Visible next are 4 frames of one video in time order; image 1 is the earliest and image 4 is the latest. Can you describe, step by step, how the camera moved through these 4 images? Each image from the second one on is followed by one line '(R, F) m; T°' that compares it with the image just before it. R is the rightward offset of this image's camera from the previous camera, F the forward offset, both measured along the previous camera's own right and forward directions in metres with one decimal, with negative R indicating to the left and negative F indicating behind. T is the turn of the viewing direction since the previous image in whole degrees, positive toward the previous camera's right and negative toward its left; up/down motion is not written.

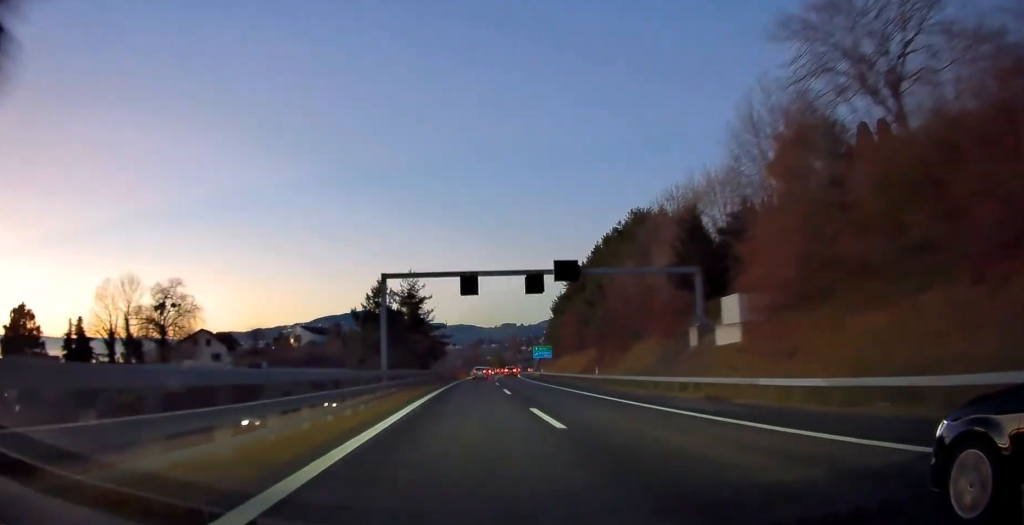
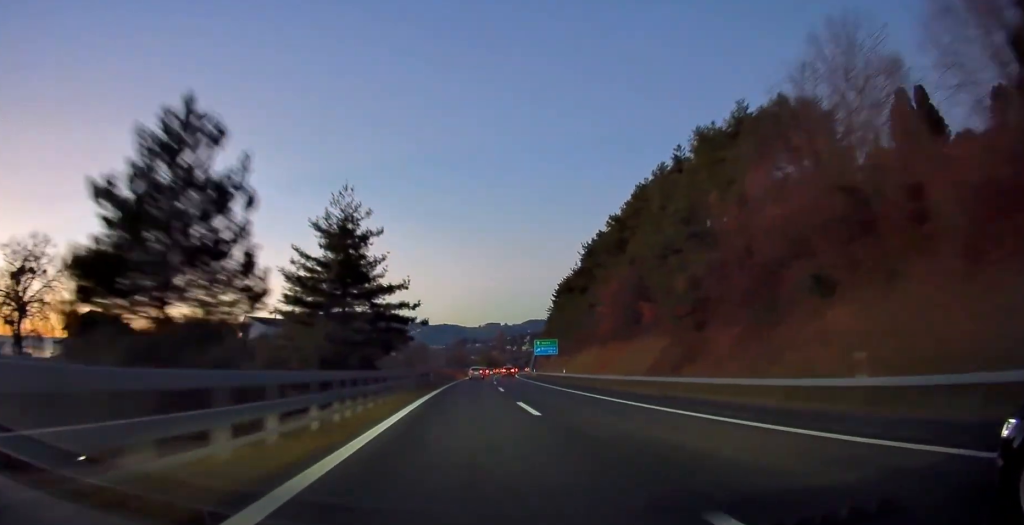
(+0.6, +31.0) m; +1°
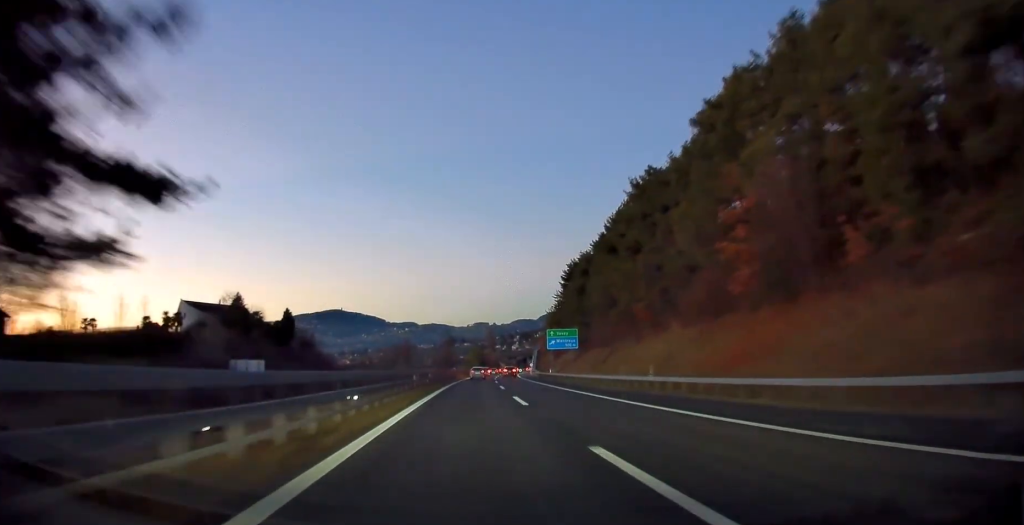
(+0.3, +30.4) m; +1°
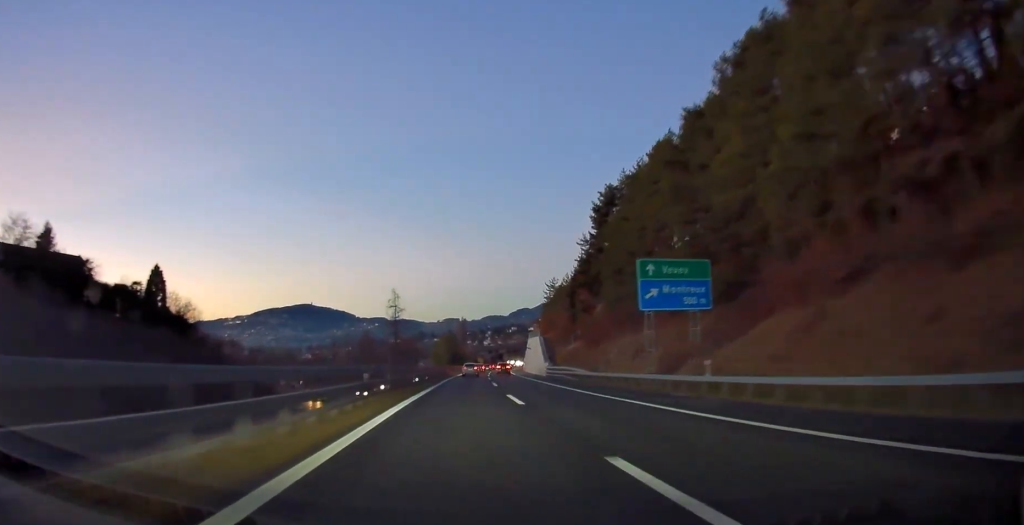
(+1.1, +53.5) m; +3°
